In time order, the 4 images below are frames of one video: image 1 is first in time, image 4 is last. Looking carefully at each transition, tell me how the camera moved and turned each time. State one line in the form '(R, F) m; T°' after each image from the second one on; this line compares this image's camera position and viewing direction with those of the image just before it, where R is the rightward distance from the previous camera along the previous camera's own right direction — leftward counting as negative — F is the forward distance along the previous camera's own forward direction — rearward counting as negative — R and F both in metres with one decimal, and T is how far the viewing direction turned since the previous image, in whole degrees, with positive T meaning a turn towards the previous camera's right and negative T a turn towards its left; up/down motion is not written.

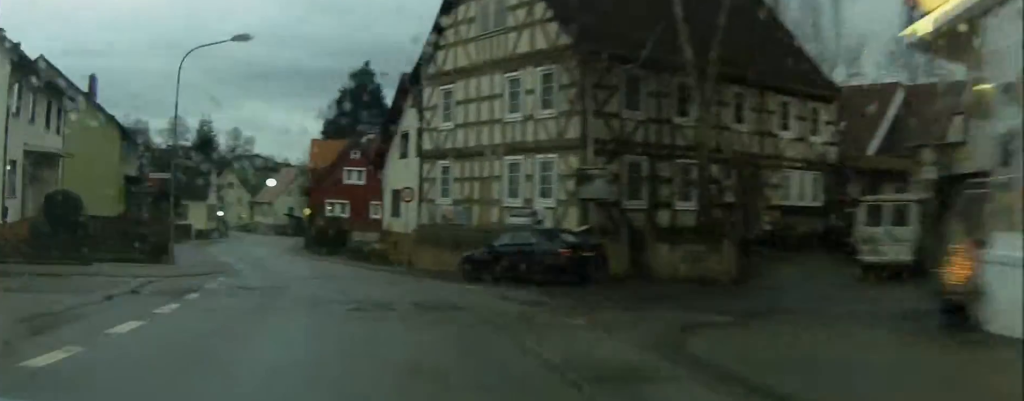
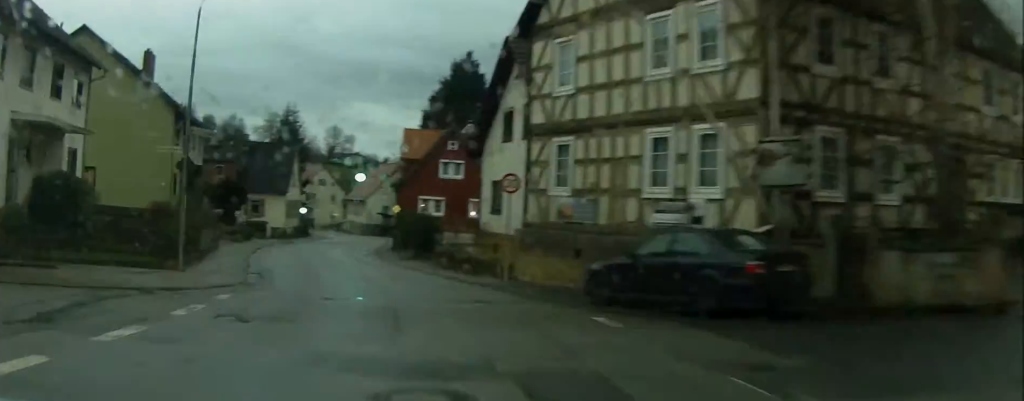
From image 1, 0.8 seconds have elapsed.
(-1.1, +7.6) m; -5°
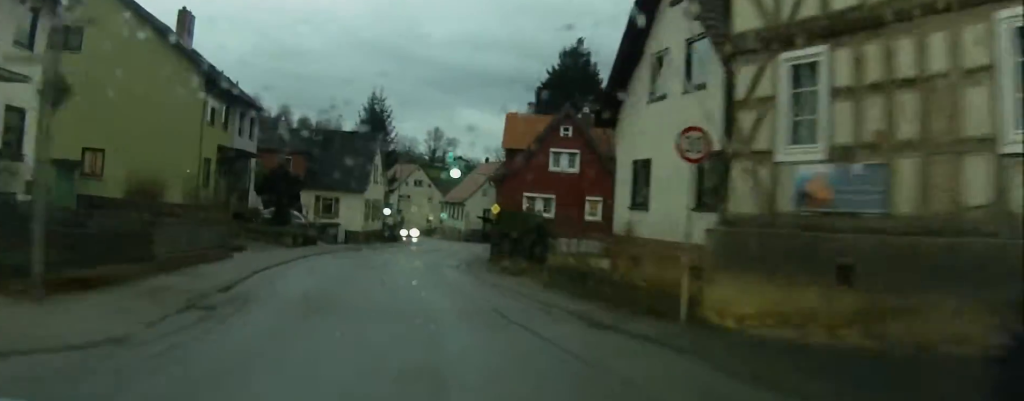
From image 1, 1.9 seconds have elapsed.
(-0.6, +10.8) m; -7°
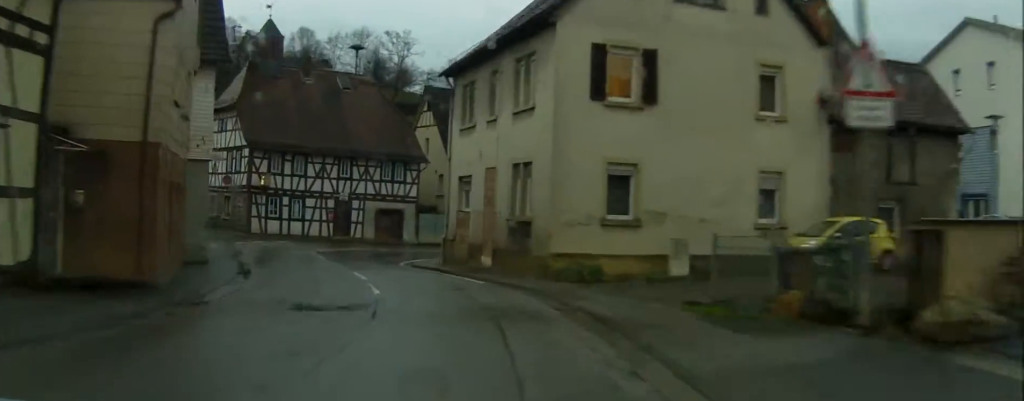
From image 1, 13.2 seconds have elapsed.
(-11.7, +107.7) m; -18°
